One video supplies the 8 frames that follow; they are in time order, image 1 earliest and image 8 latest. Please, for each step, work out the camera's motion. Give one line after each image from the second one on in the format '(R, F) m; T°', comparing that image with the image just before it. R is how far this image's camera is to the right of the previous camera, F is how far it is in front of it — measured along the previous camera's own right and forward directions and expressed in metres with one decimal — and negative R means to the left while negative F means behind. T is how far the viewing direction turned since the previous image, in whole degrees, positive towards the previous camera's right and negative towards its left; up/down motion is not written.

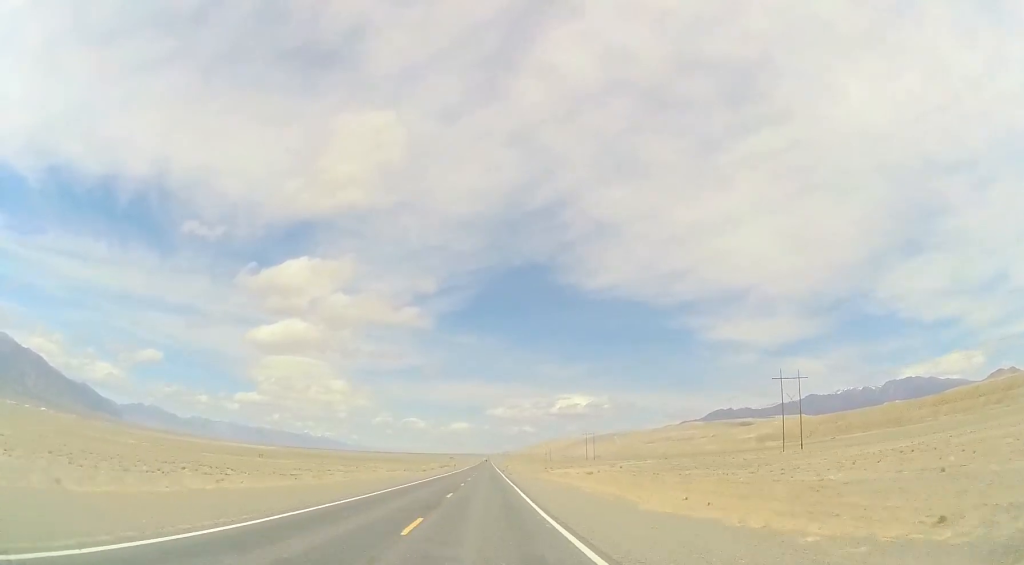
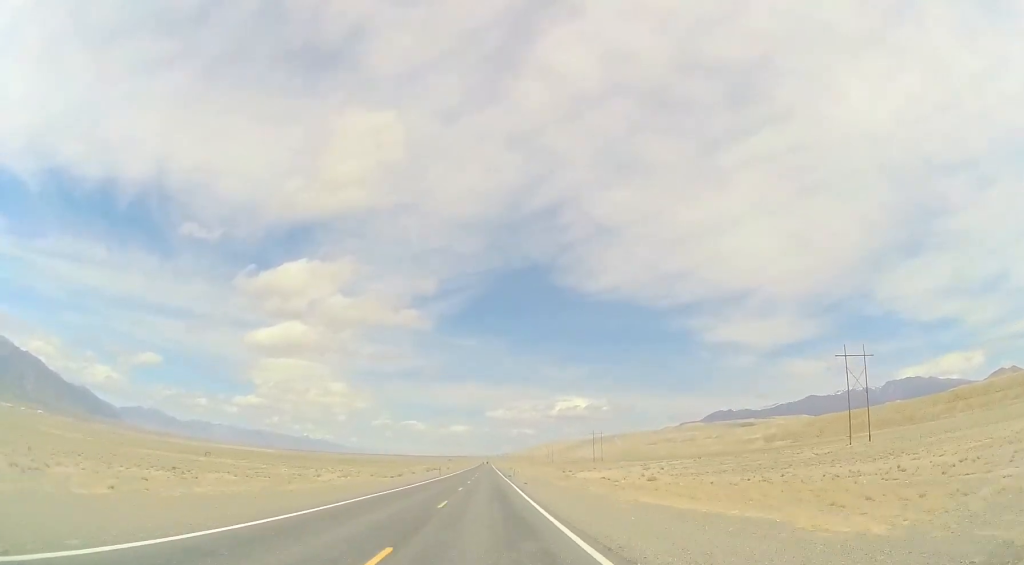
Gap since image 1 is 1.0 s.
(0.0, +32.8) m; 0°
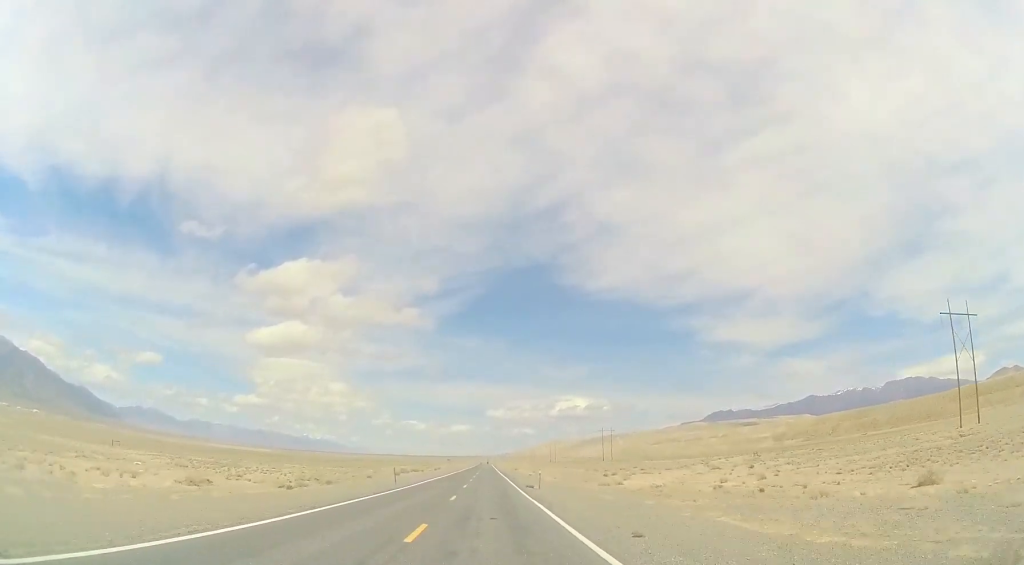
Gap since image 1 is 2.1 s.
(-0.2, +36.9) m; 0°
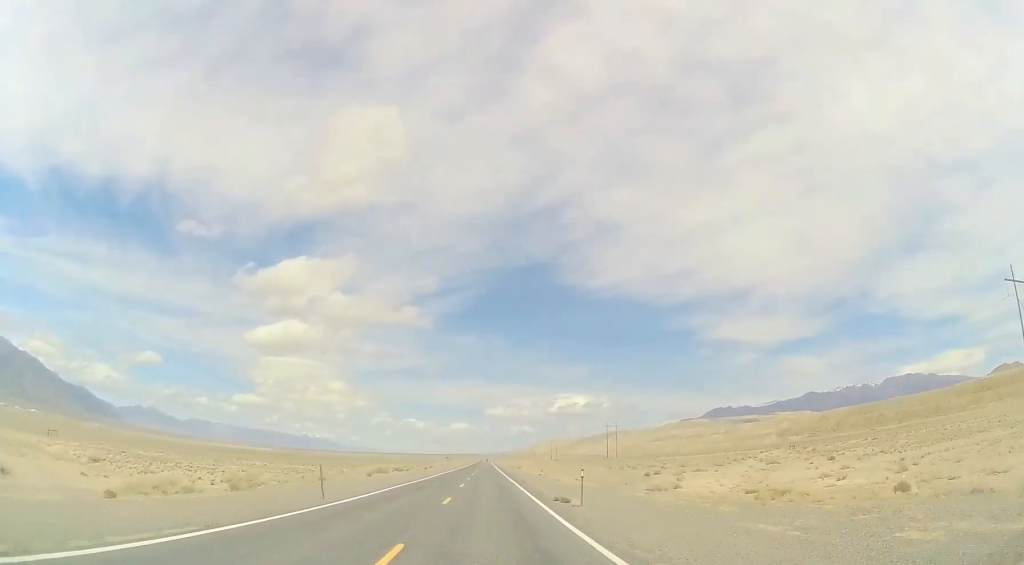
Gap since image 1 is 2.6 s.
(+0.1, +17.7) m; 0°
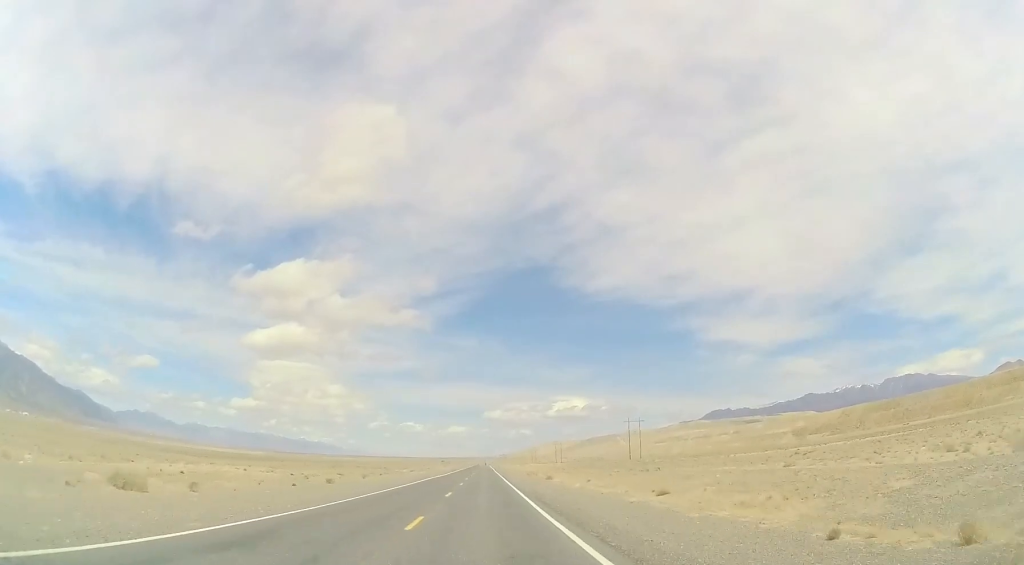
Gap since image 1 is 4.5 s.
(-0.2, +63.6) m; 0°
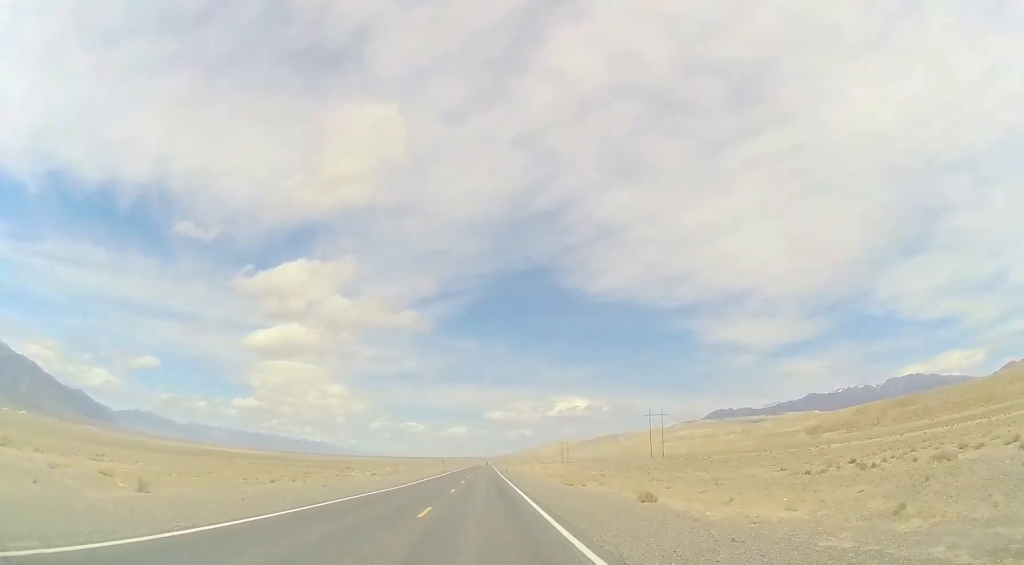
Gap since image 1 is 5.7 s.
(+0.4, +37.6) m; +1°
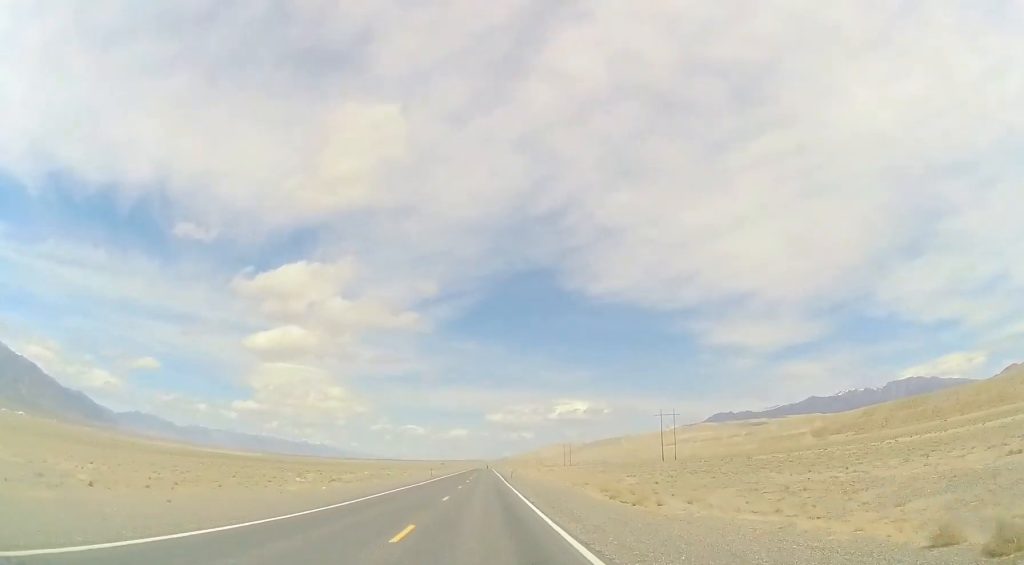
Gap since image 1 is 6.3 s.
(+0.2, +18.2) m; 0°
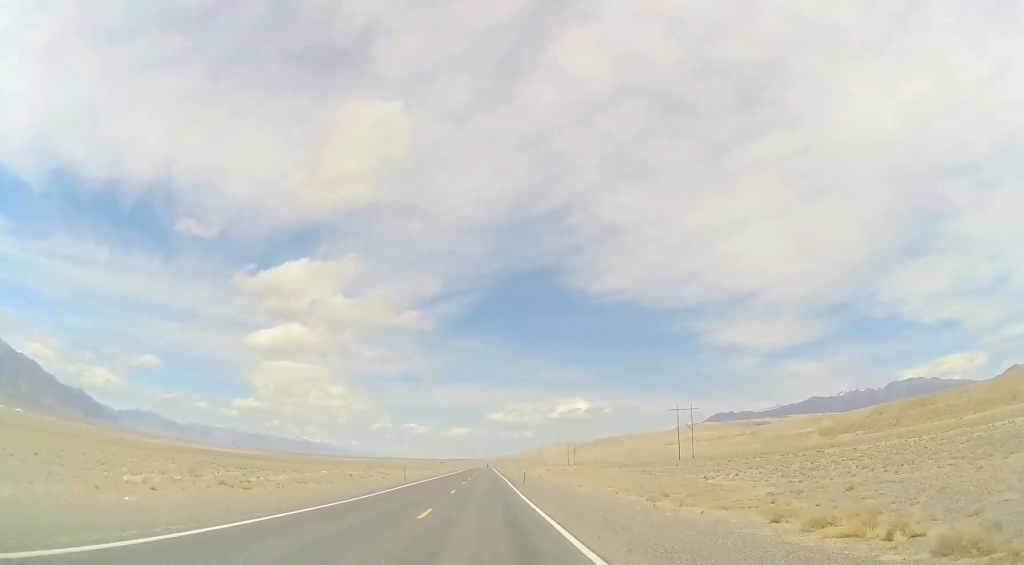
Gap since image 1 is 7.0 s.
(-0.3, +22.5) m; -1°
